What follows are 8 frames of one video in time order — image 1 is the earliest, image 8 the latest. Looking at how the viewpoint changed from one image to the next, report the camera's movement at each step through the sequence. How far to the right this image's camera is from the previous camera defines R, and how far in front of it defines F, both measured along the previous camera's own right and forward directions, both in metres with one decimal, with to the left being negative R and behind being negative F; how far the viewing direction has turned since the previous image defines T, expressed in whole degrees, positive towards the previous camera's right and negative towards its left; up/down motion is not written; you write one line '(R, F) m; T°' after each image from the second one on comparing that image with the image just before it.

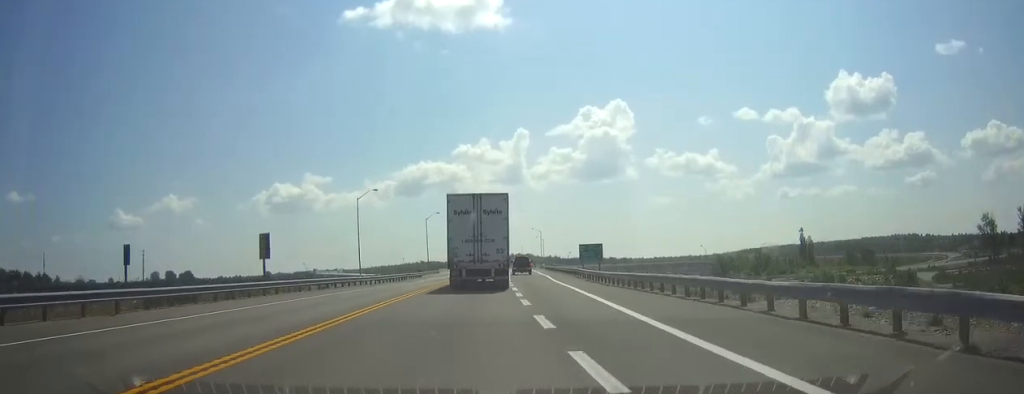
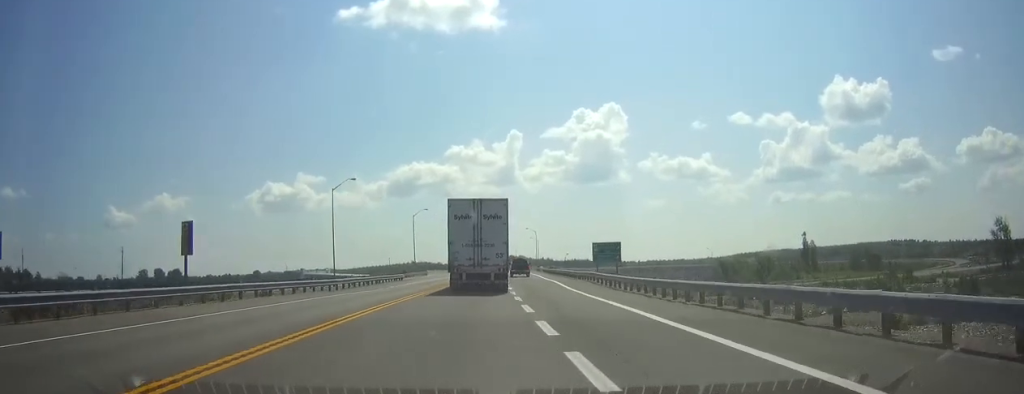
(+0.1, +12.7) m; +1°
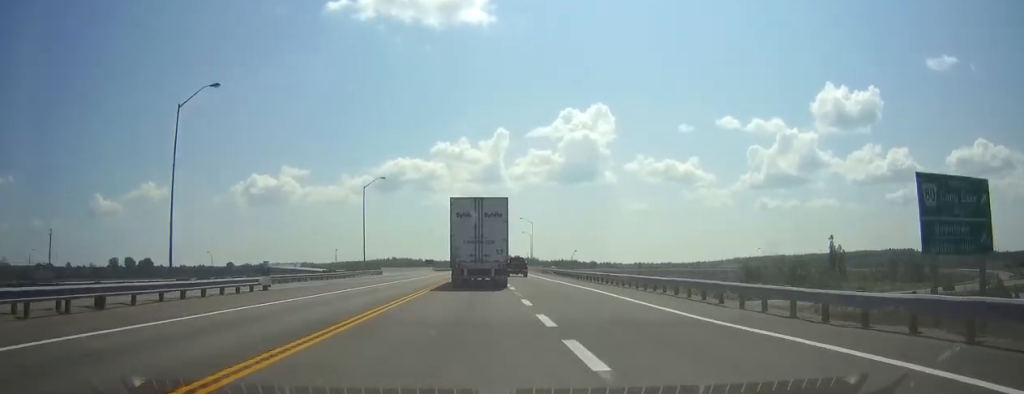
(+0.8, +44.7) m; +2°
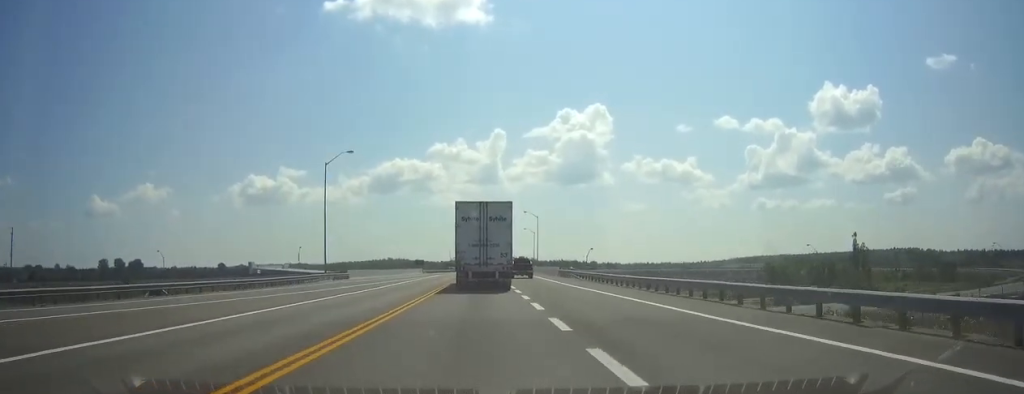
(+0.1, +23.5) m; 0°
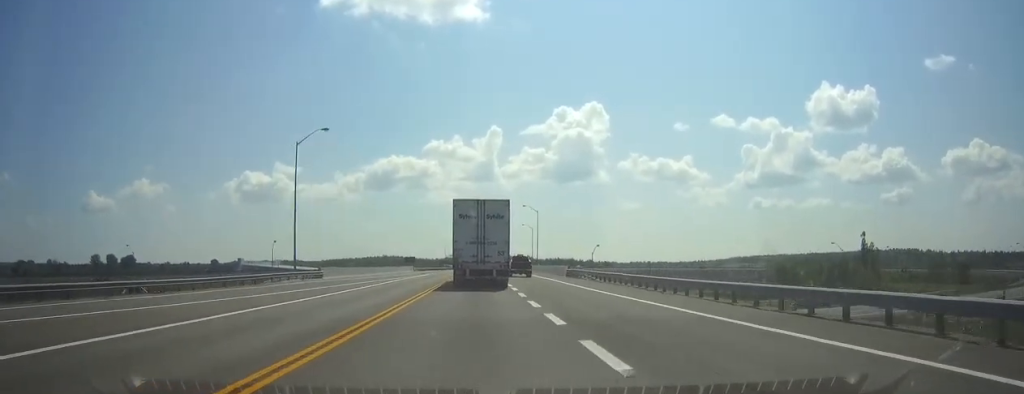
(0.0, +10.6) m; 0°
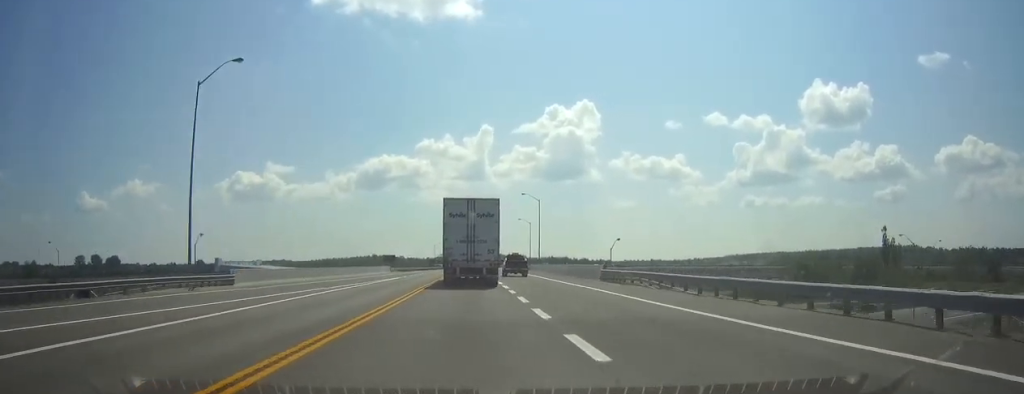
(0.0, +22.3) m; +1°
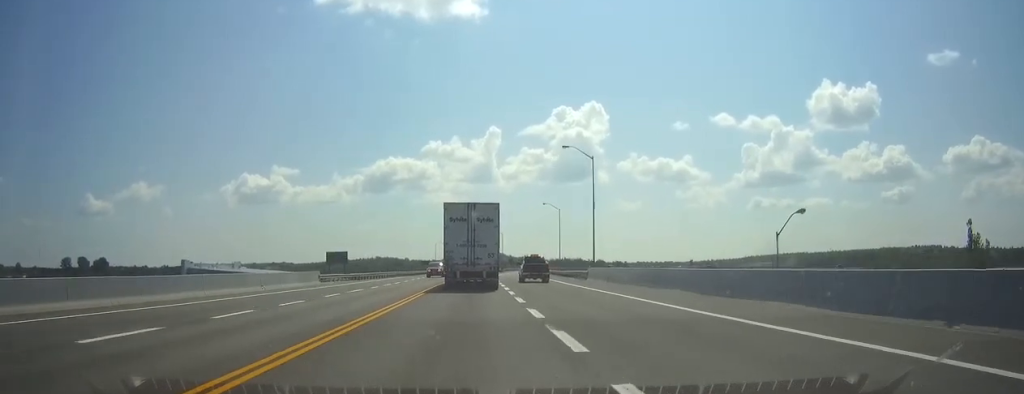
(+0.6, +51.3) m; 0°
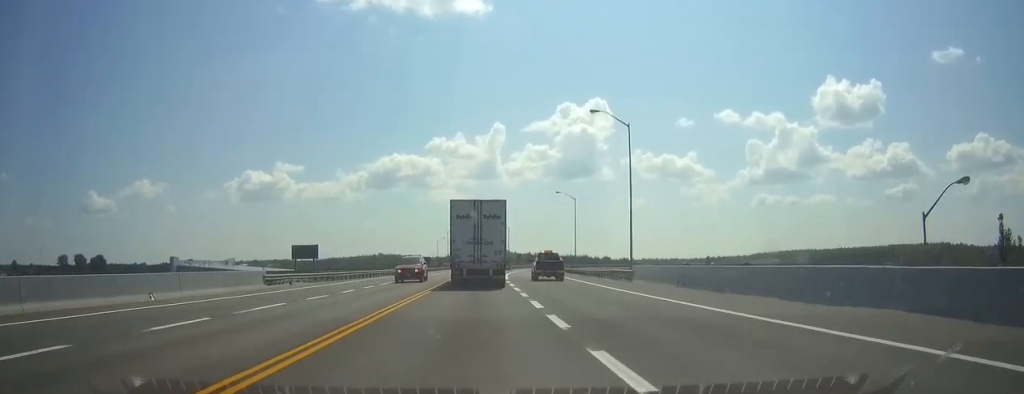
(-0.1, +15.5) m; 0°
